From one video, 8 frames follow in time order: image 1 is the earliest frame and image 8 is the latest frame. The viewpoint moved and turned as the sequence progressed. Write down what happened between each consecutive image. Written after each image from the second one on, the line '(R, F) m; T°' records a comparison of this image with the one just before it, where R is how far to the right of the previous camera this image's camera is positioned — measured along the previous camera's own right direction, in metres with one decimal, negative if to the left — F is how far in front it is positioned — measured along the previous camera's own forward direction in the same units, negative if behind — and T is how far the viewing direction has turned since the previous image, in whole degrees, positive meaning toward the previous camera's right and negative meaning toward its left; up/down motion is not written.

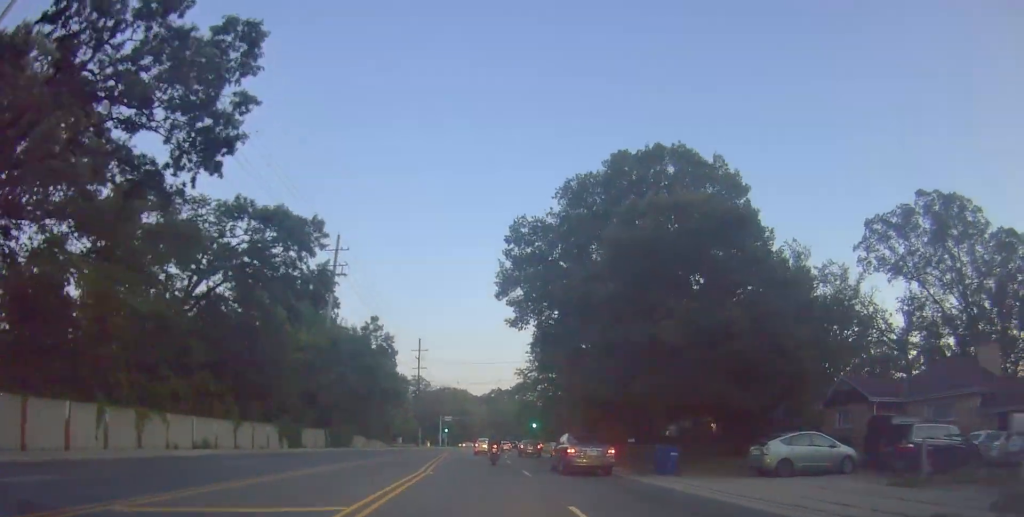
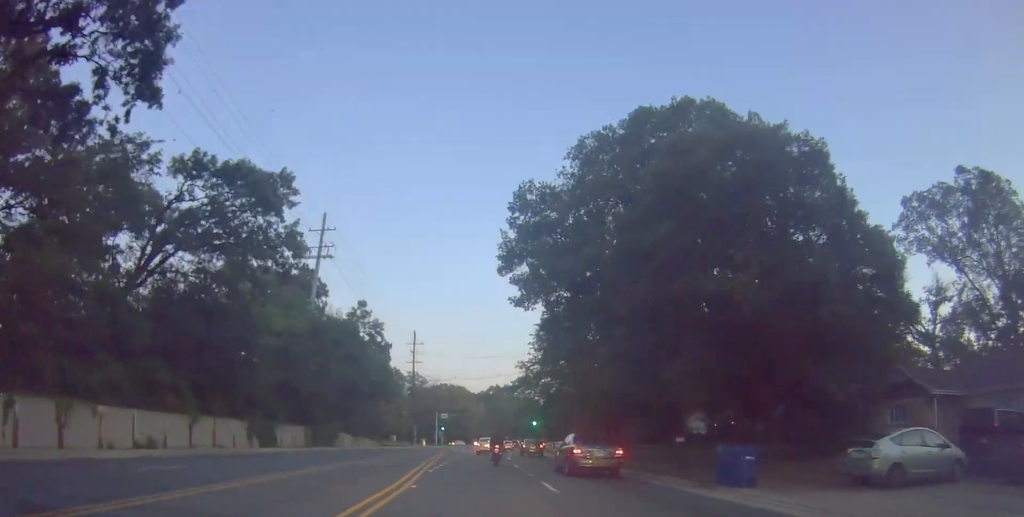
(-0.2, +6.6) m; 0°
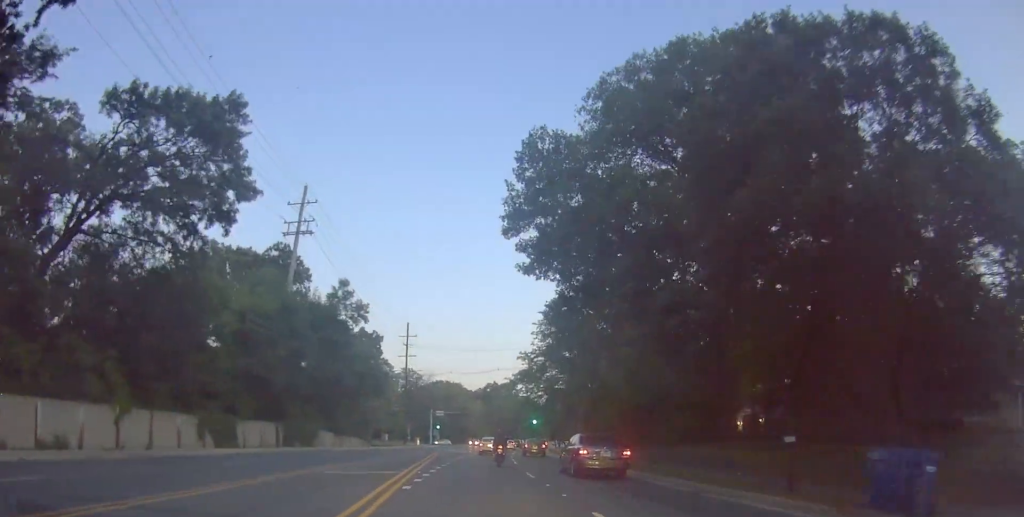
(0.0, +7.5) m; 0°
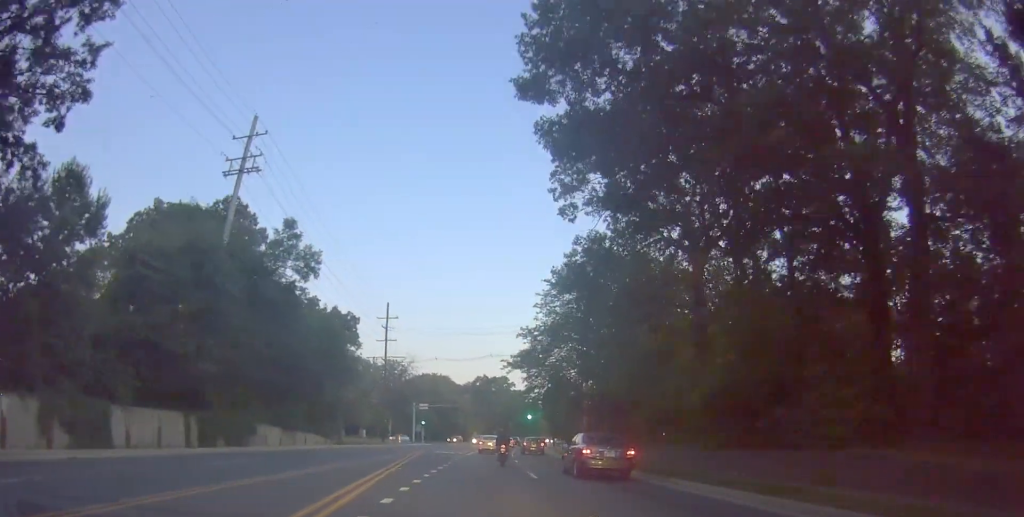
(+0.3, +13.5) m; +1°
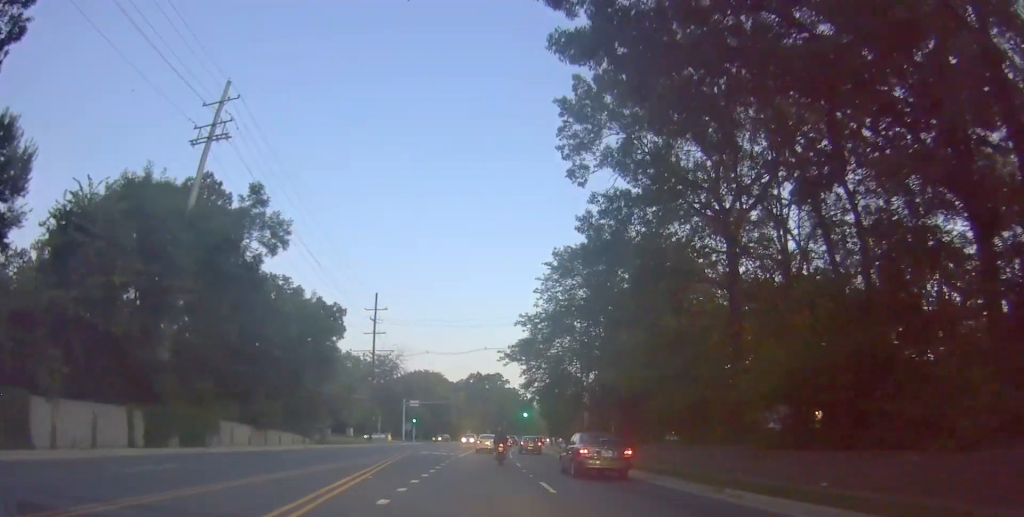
(0.0, +5.2) m; 0°
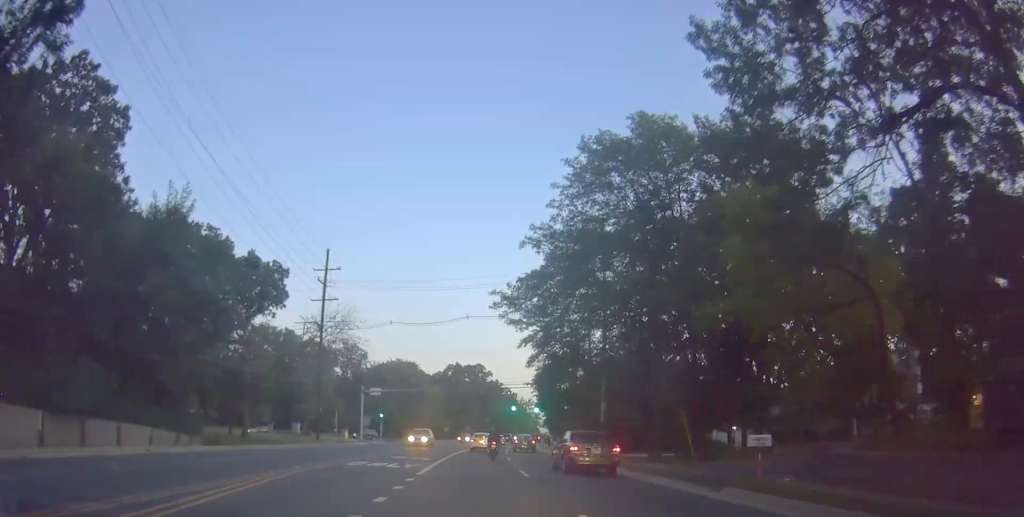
(+0.3, +19.6) m; +4°
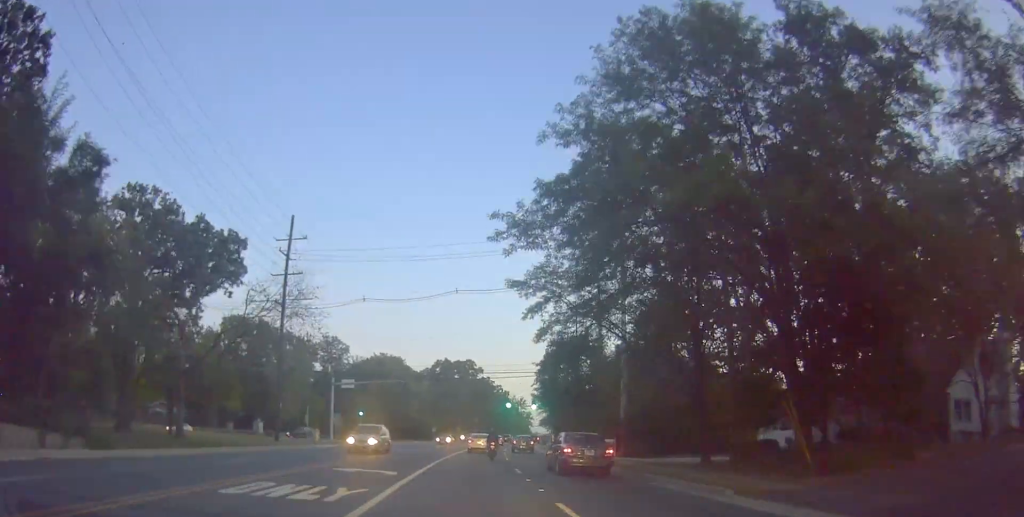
(+0.5, +10.3) m; +3°
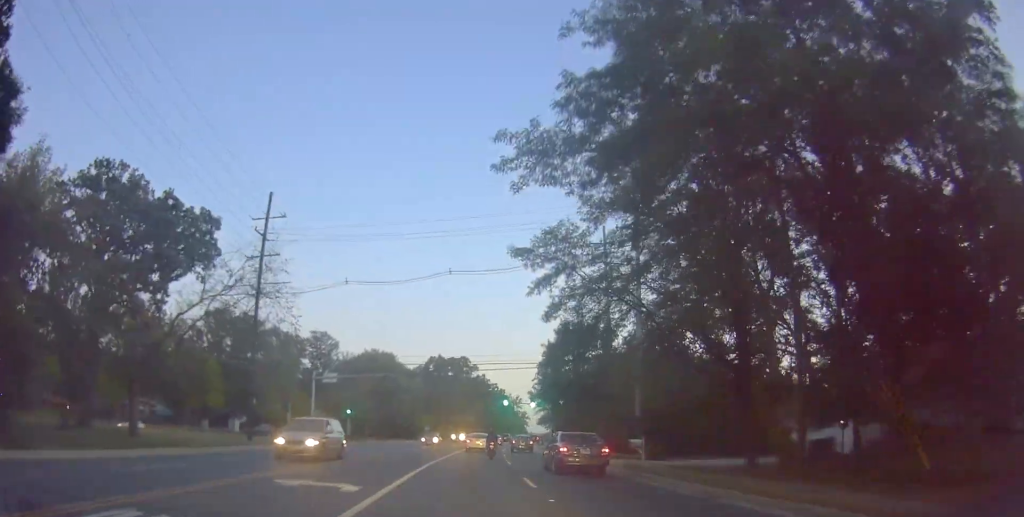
(0.0, +5.4) m; 0°
